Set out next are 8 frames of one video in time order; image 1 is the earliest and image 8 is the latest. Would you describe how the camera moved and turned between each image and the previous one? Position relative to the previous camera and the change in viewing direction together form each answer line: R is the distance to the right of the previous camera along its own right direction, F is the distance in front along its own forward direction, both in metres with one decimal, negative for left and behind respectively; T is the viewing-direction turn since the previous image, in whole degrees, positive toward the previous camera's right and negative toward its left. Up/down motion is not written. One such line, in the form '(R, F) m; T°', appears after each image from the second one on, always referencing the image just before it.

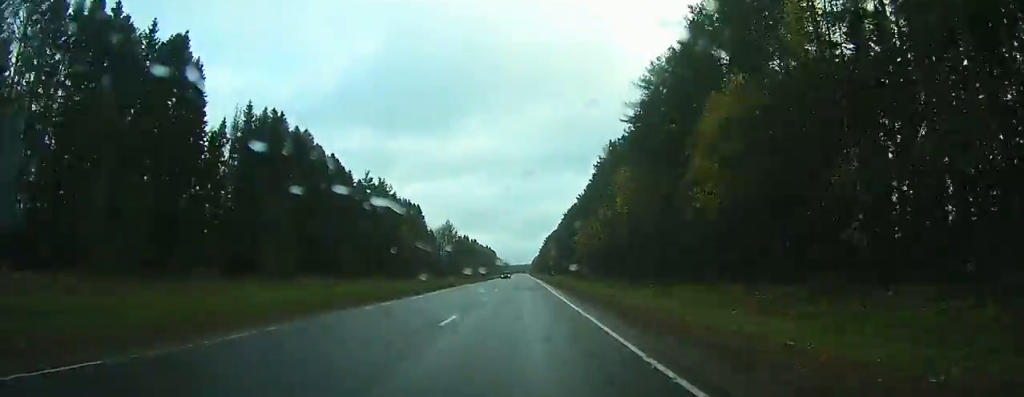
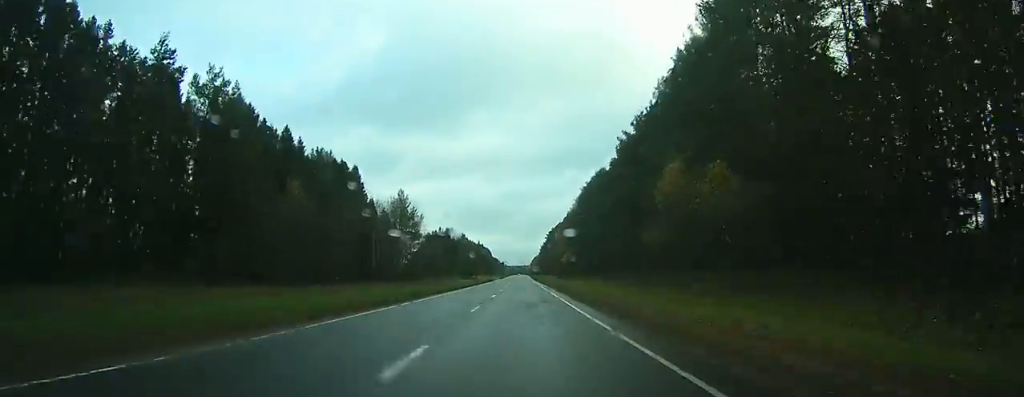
(+0.2, +65.8) m; 0°
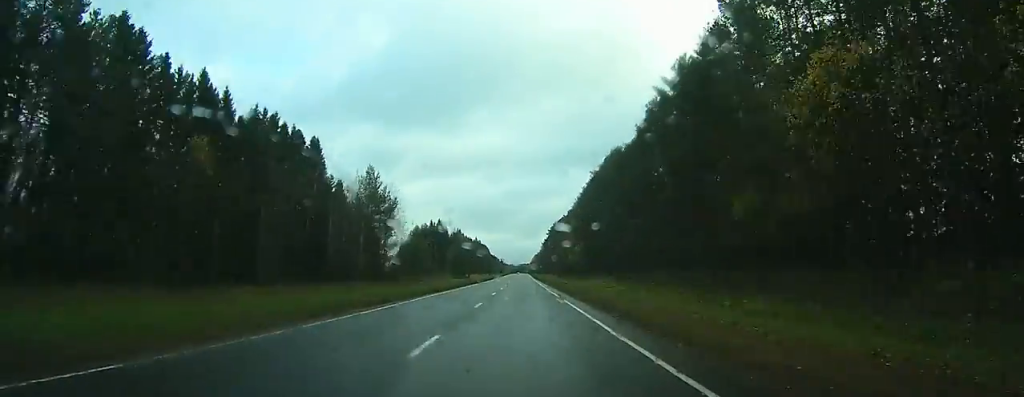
(0.0, +22.1) m; 0°
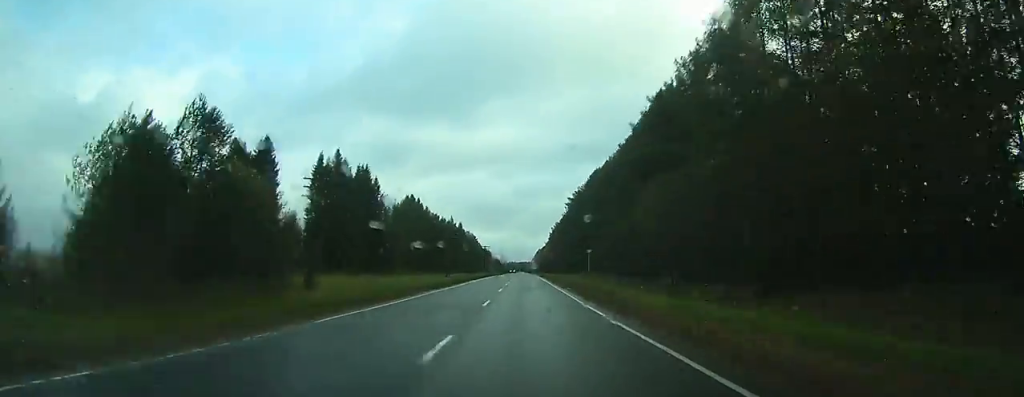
(-0.5, +120.4) m; -1°
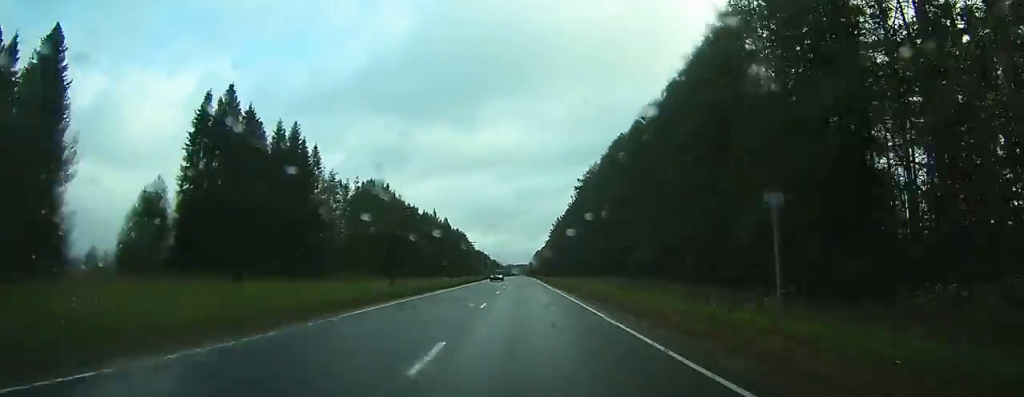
(0.0, +36.9) m; 0°
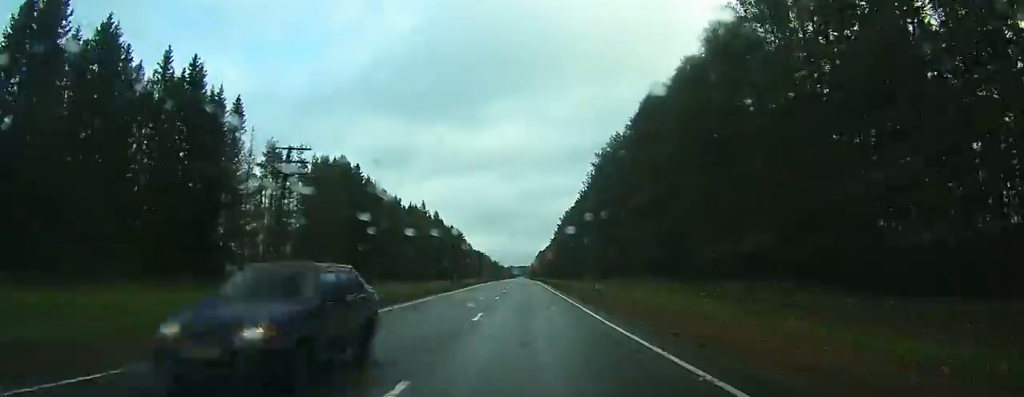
(0.0, +27.5) m; 0°
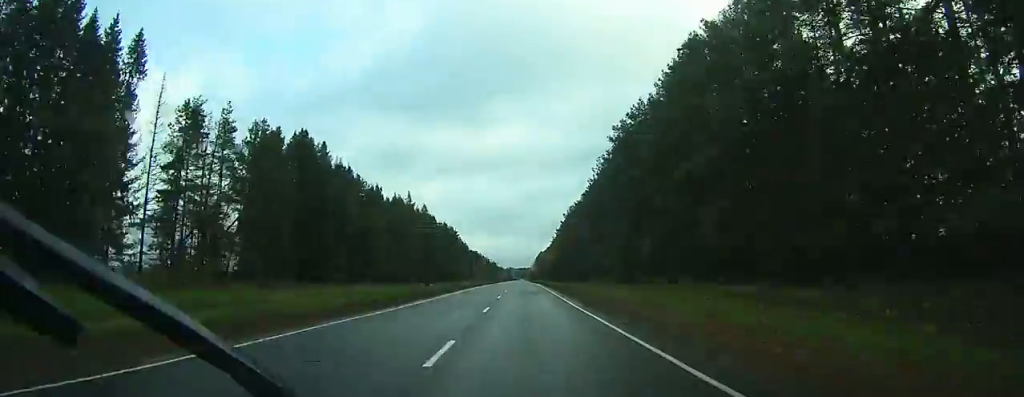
(-0.1, +19.8) m; 0°
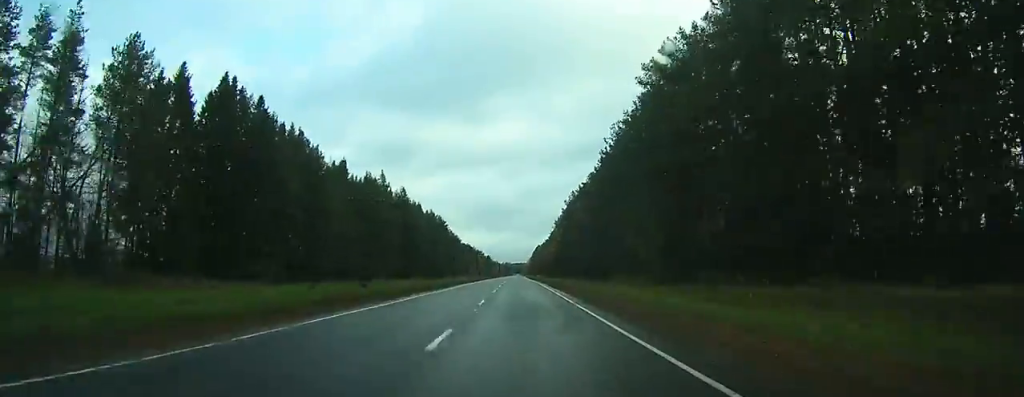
(-0.1, +22.8) m; 0°
